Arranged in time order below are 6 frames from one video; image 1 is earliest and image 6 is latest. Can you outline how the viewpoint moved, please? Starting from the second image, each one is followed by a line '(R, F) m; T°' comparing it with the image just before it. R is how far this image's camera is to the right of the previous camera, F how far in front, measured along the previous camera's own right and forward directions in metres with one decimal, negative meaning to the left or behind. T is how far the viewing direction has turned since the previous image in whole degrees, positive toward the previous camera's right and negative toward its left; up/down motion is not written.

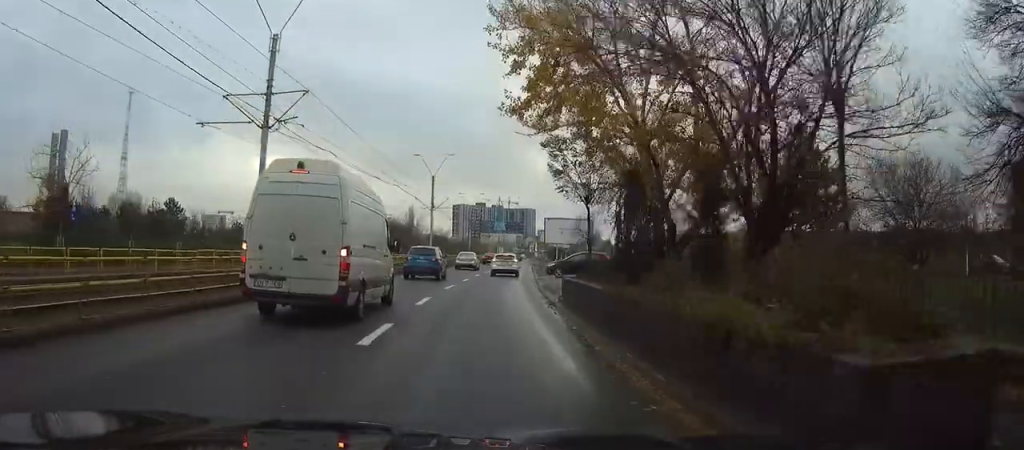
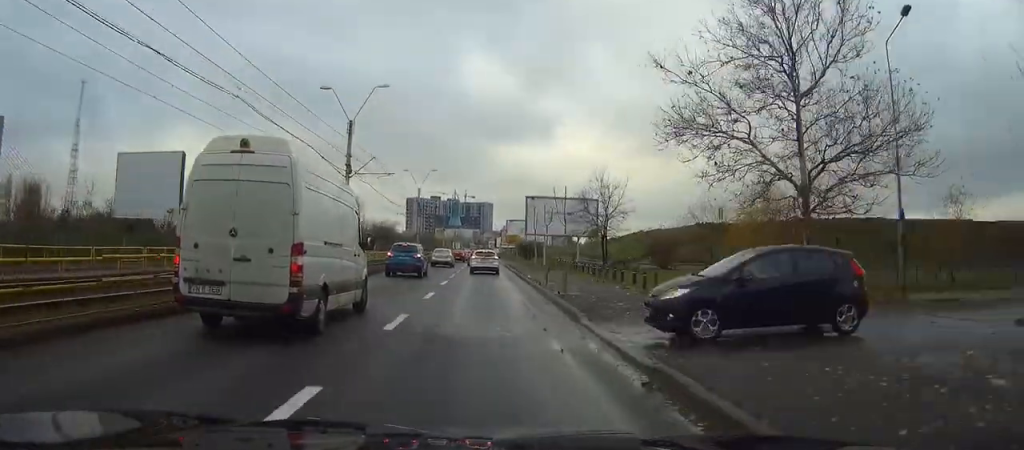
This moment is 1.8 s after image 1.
(+0.8, +31.3) m; +3°
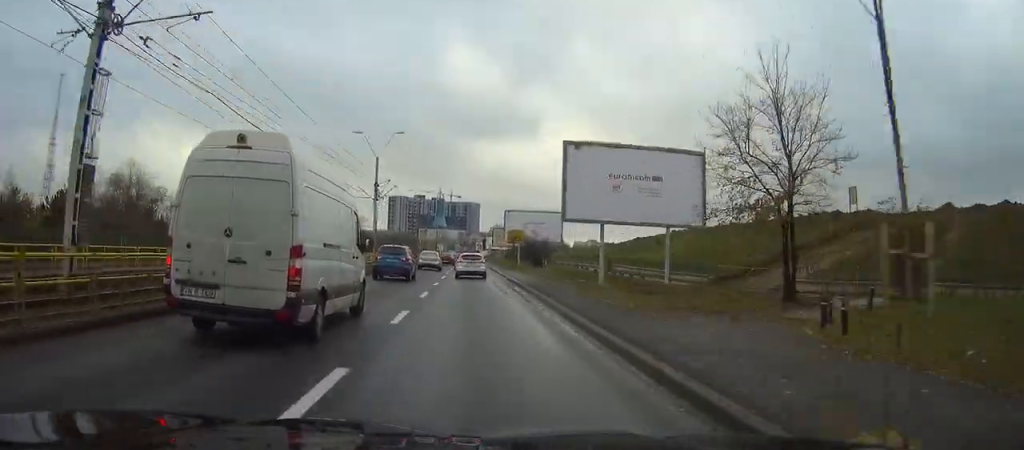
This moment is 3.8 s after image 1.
(+1.0, +32.3) m; +2°
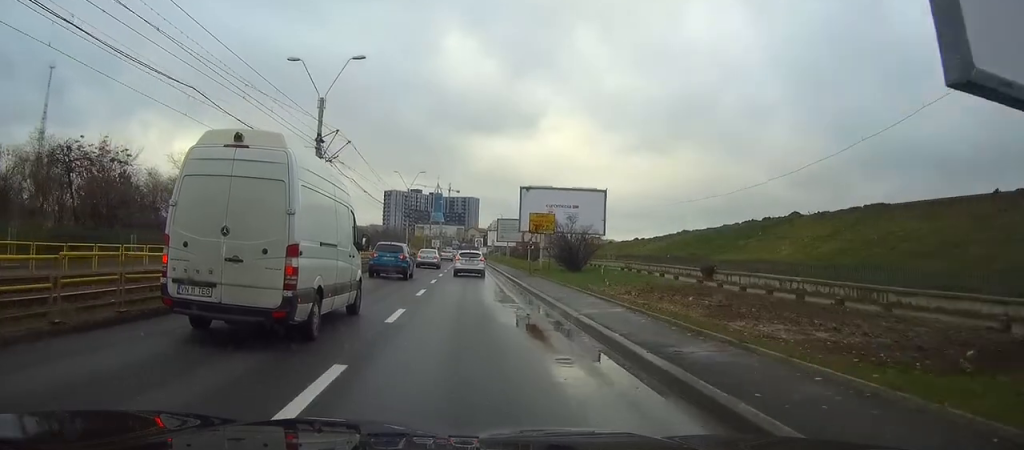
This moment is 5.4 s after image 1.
(-0.1, +25.4) m; 0°
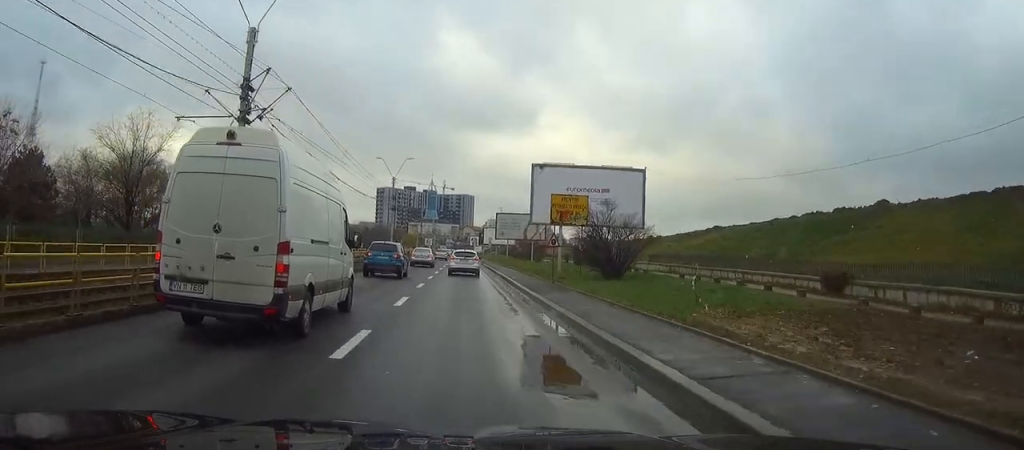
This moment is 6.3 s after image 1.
(0.0, +13.3) m; +1°
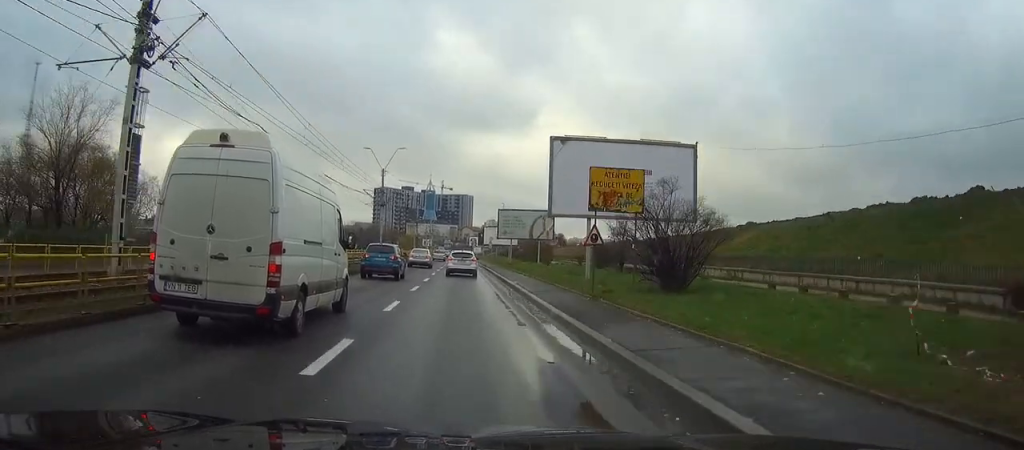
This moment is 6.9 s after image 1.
(0.0, +9.6) m; 0°
